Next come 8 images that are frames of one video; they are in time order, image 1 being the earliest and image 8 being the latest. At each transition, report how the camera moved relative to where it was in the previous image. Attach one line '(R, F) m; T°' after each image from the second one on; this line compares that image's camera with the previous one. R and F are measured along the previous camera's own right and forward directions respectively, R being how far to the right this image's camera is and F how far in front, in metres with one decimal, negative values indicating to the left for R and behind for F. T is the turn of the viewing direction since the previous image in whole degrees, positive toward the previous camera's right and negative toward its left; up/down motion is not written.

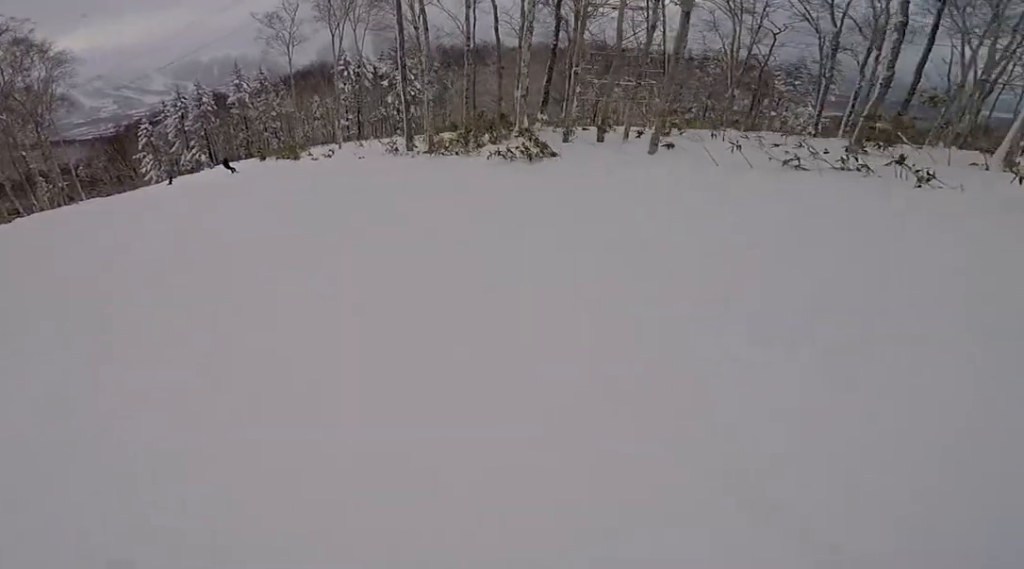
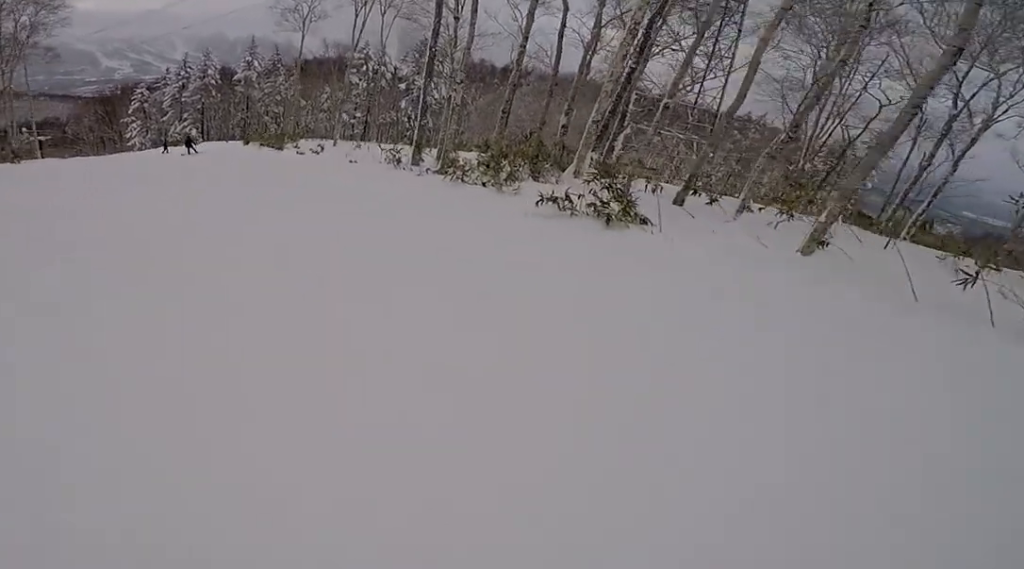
(+0.4, +4.4) m; +9°
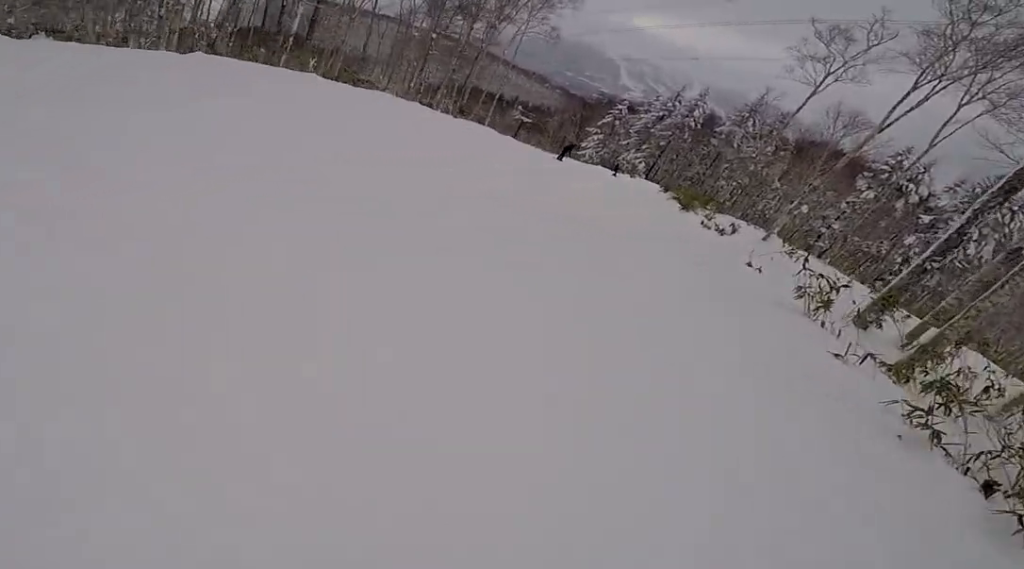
(+0.3, +5.3) m; -5°
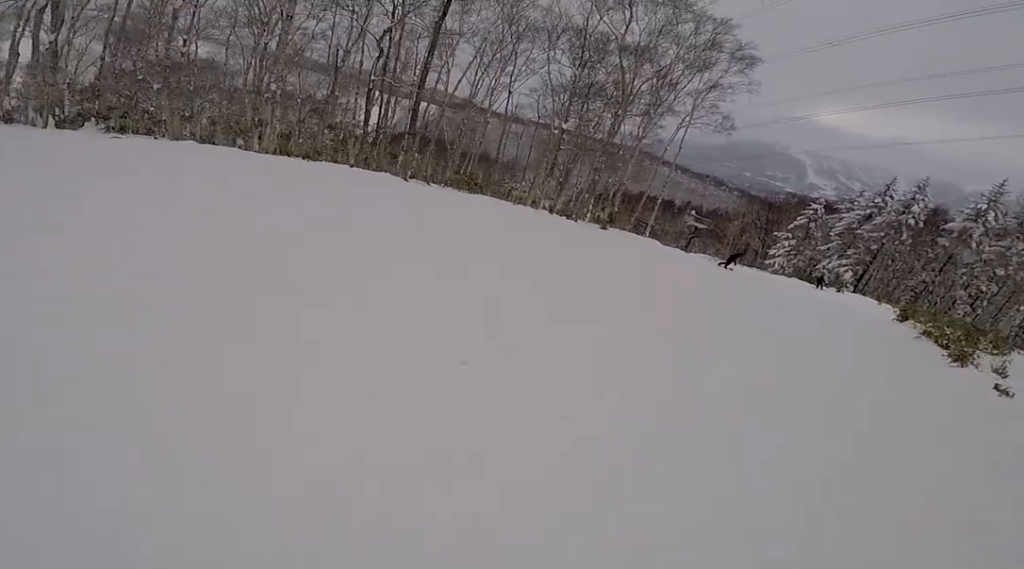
(-1.1, +5.7) m; -28°
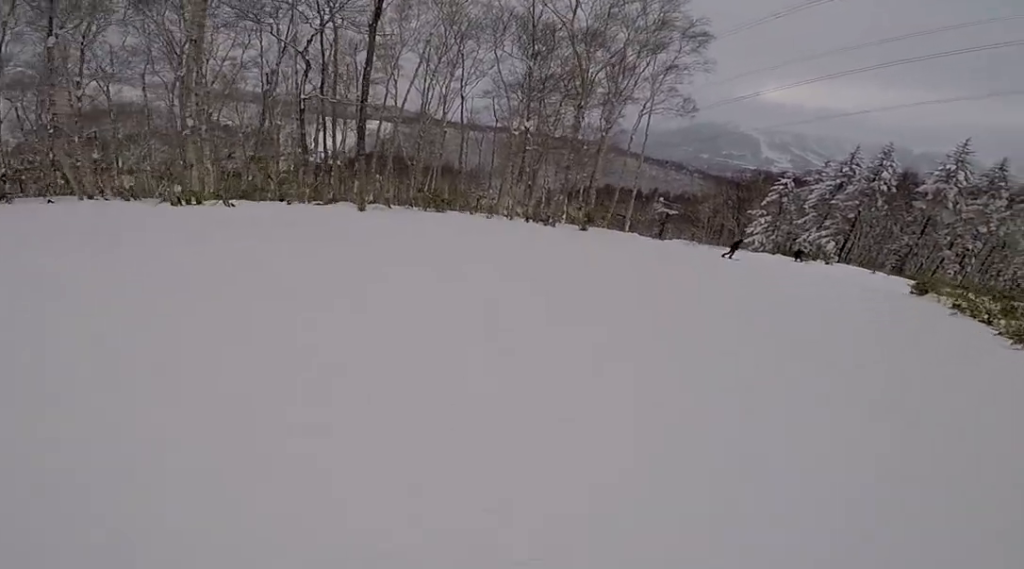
(-0.3, +2.2) m; -12°
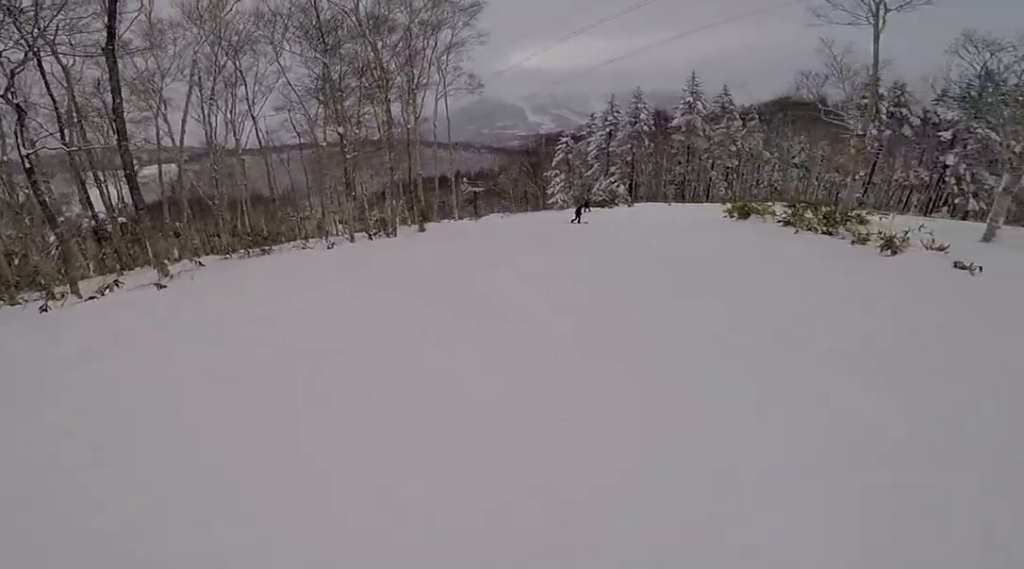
(-0.4, +2.7) m; -3°
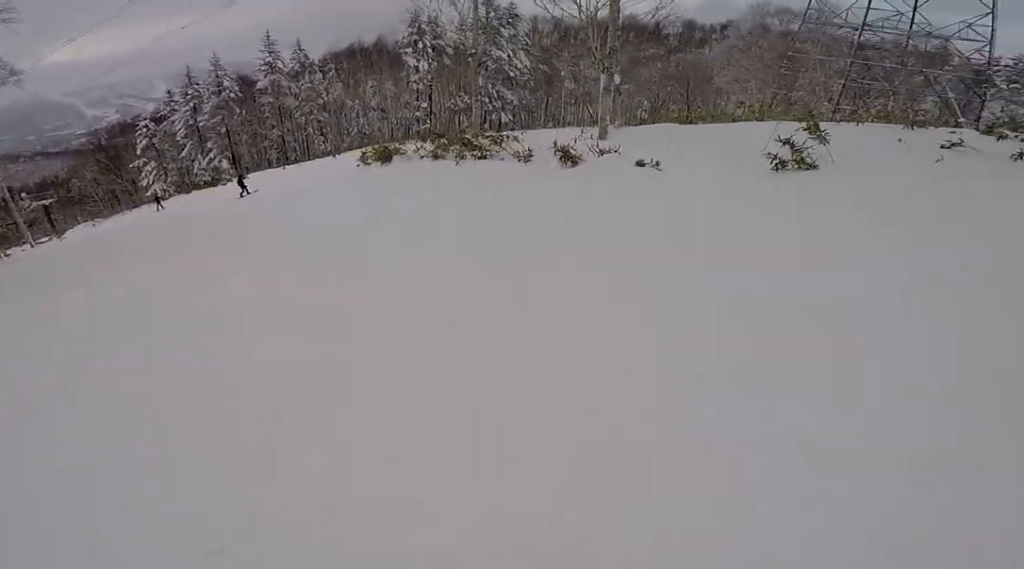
(-0.6, +4.0) m; +19°
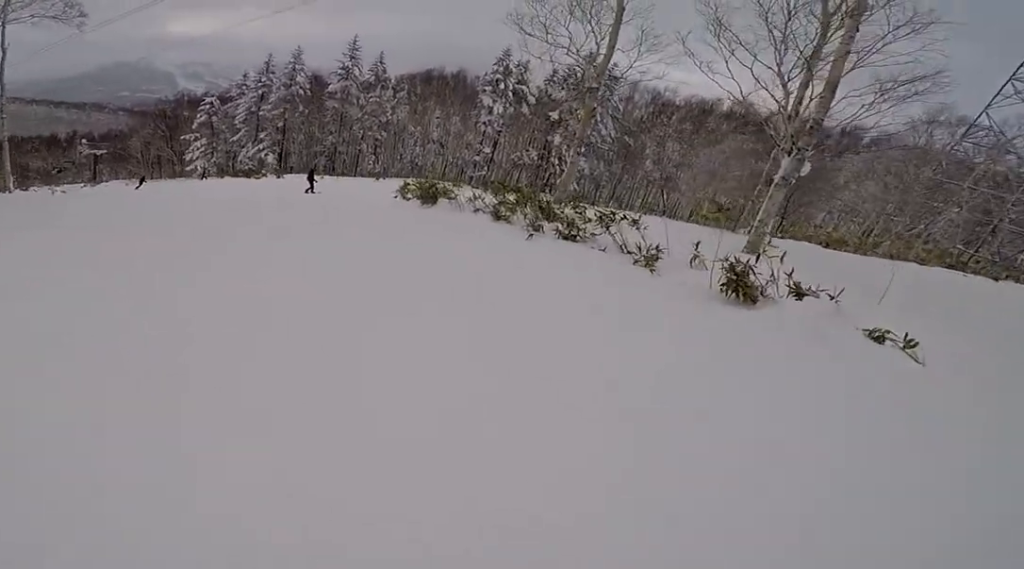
(+2.2, +4.9) m; +32°
